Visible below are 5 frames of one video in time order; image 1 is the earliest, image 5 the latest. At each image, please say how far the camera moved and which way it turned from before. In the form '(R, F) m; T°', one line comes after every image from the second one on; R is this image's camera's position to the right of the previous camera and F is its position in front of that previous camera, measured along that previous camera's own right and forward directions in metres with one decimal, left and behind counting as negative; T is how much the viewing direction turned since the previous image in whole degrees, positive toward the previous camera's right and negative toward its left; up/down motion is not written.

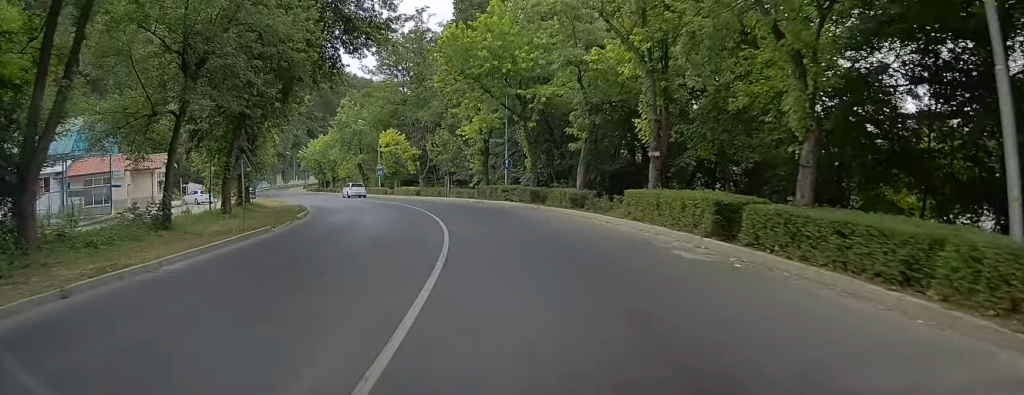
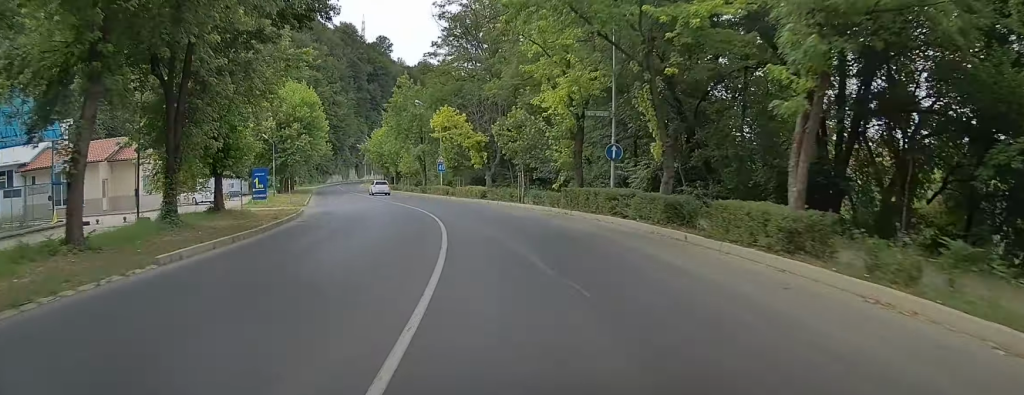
(-0.3, +16.0) m; -5°
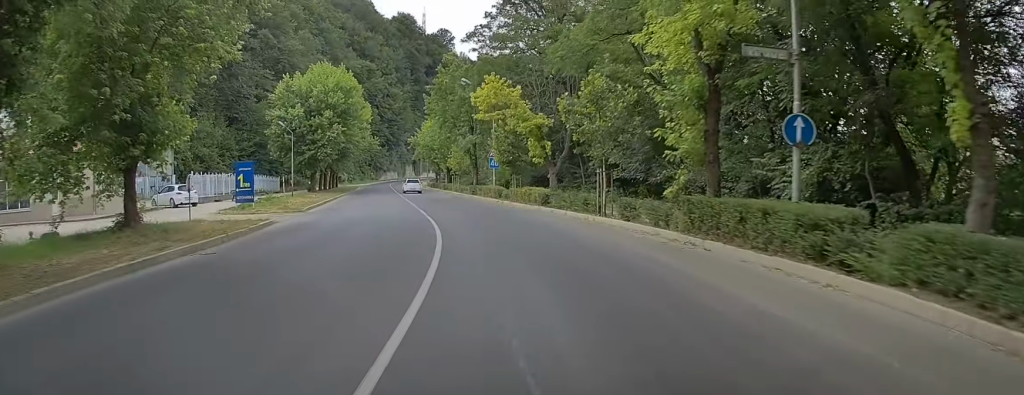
(-0.6, +12.0) m; -6°
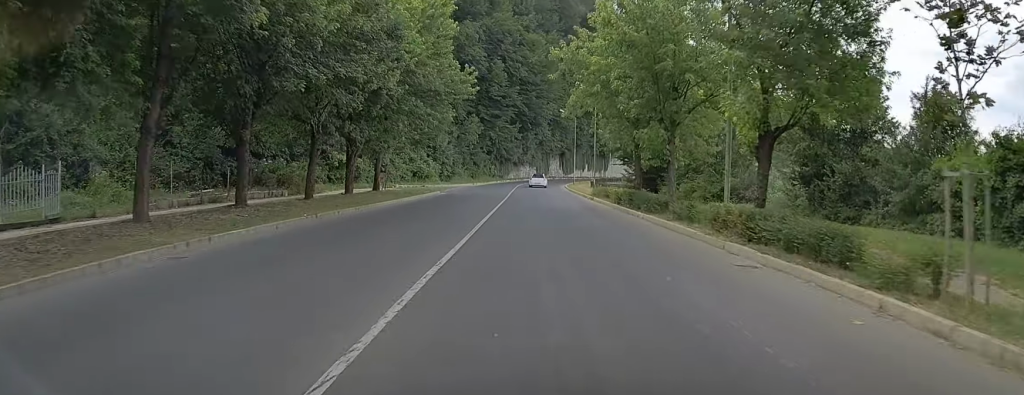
(-13.8, +64.9) m; -16°
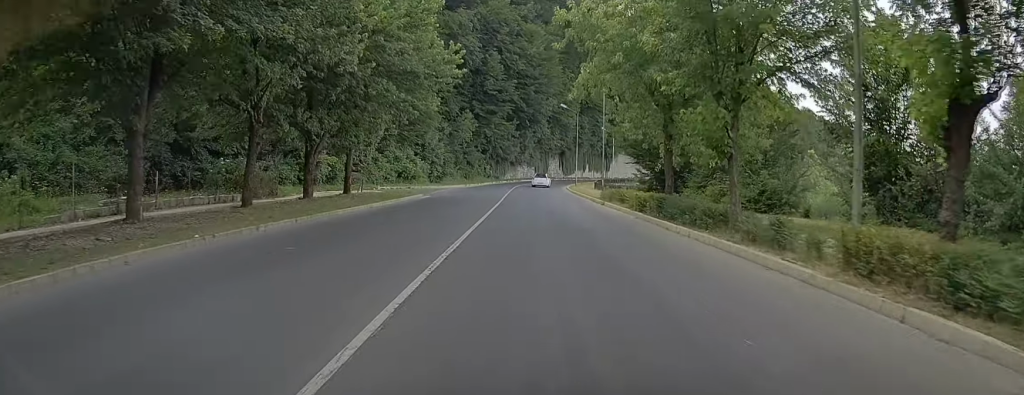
(0.0, +7.4) m; 0°
